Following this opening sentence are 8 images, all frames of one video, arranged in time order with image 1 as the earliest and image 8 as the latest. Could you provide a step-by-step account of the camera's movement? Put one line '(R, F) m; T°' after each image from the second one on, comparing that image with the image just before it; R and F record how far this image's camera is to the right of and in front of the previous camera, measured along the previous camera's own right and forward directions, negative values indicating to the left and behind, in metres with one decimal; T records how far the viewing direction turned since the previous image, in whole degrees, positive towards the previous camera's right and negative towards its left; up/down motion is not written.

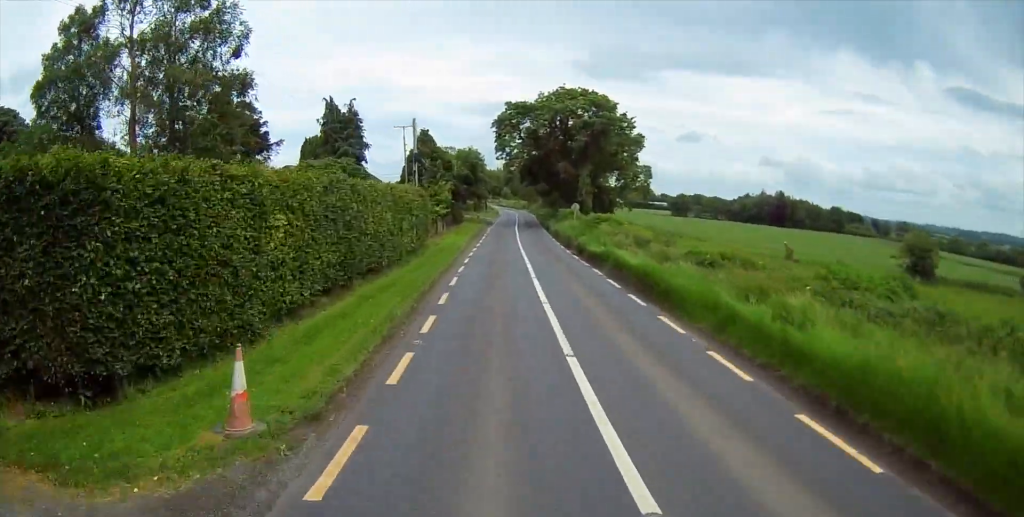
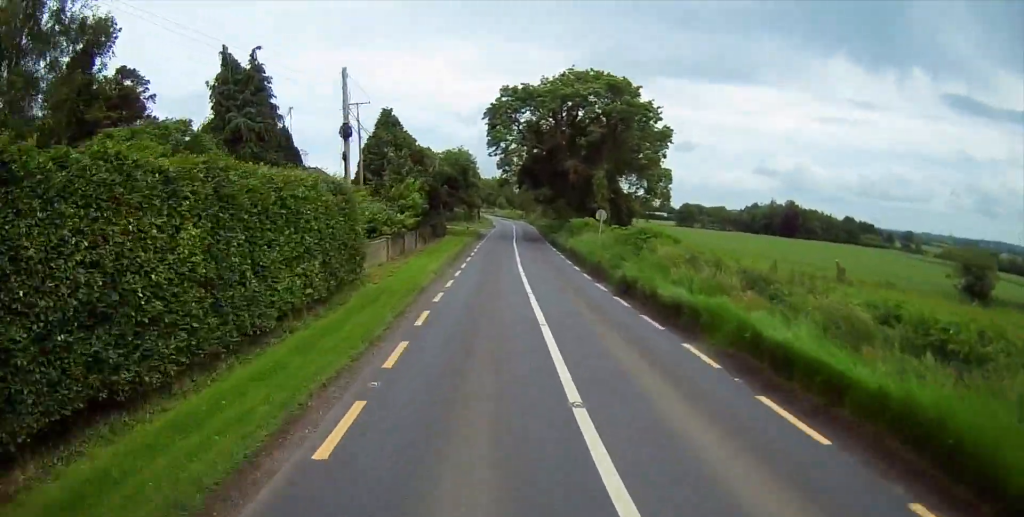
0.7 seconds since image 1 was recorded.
(+0.5, +15.0) m; +1°
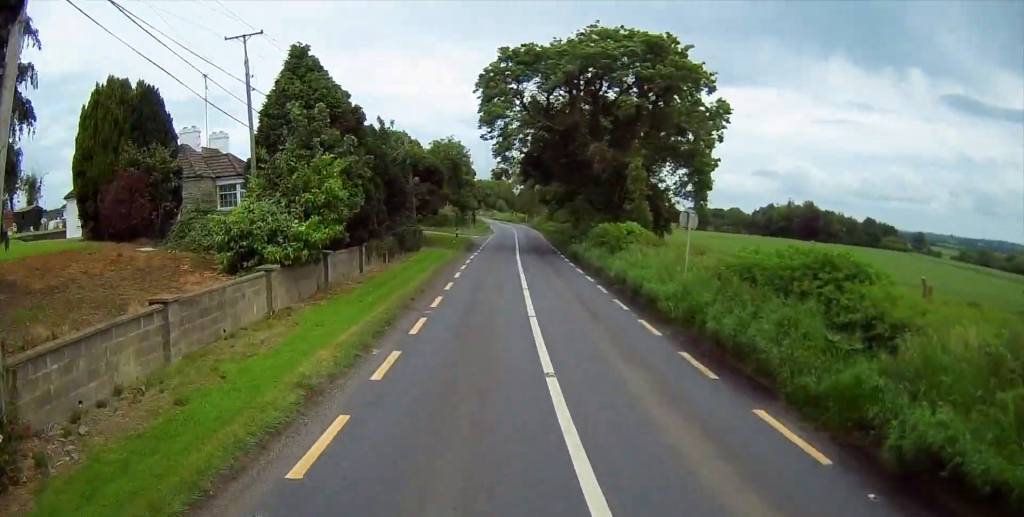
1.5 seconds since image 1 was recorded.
(+0.1, +16.4) m; 0°
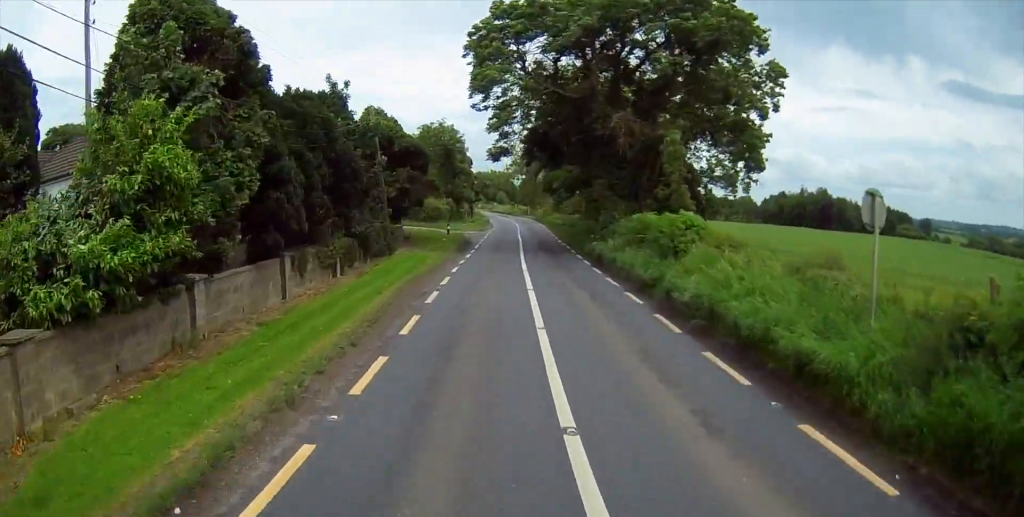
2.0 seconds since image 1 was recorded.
(0.0, +9.6) m; 0°
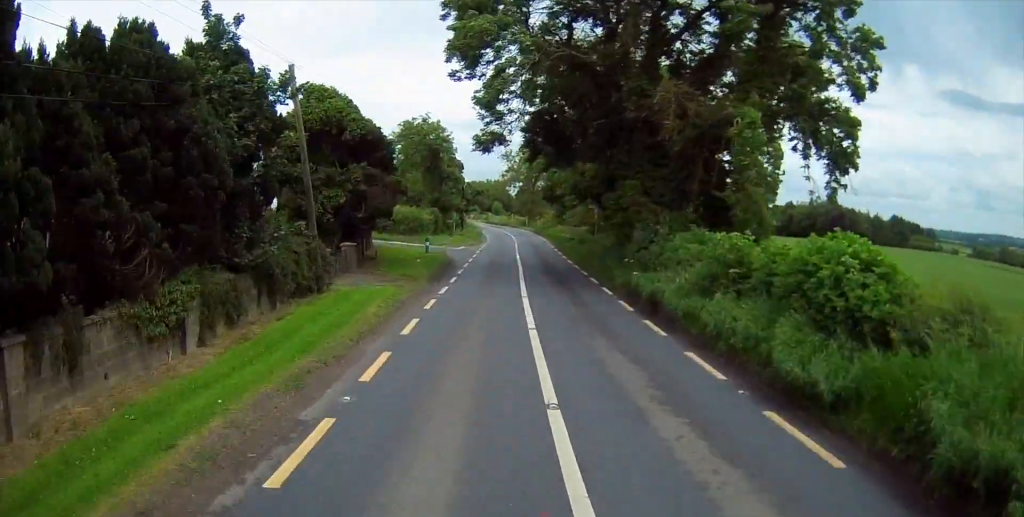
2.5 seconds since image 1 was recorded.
(0.0, +10.9) m; 0°
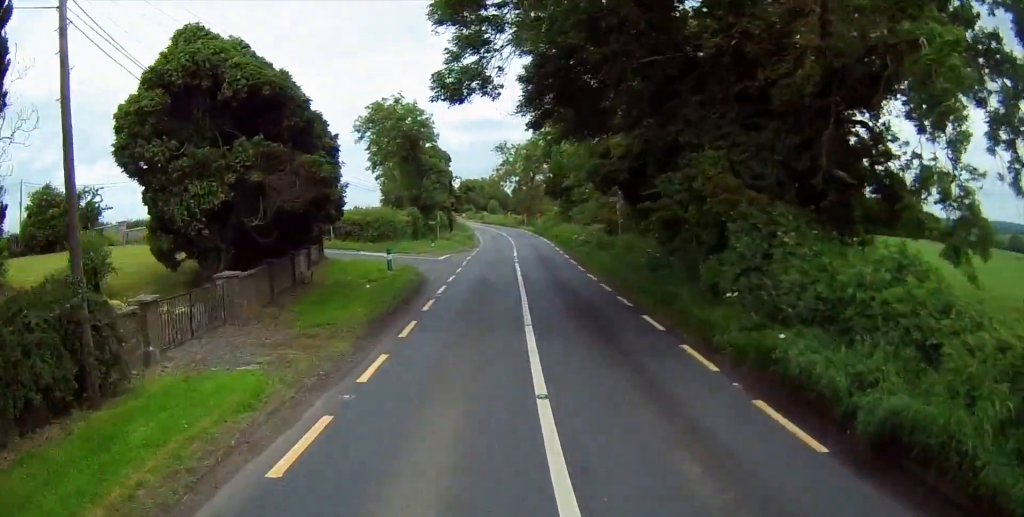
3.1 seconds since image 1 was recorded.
(0.0, +11.7) m; 0°
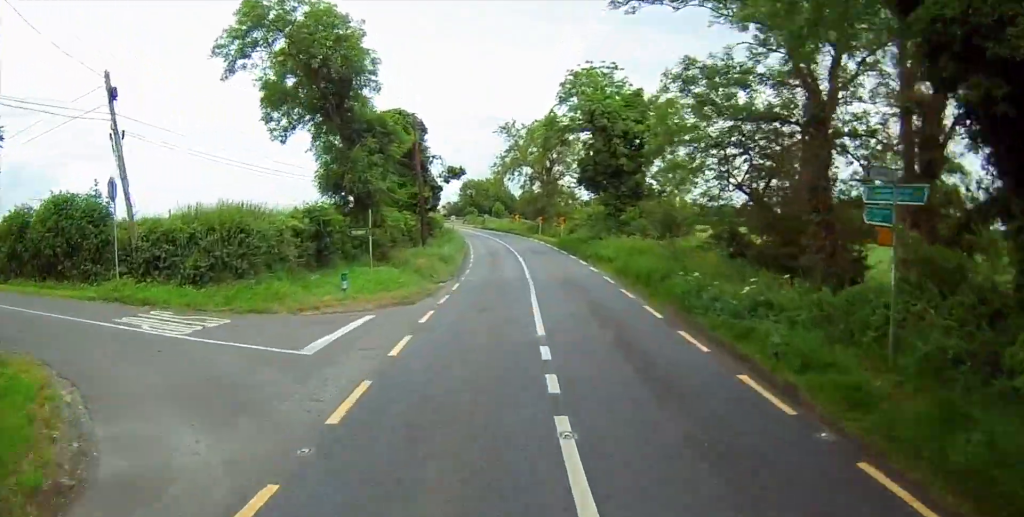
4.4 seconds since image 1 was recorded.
(-0.1, +27.0) m; 0°
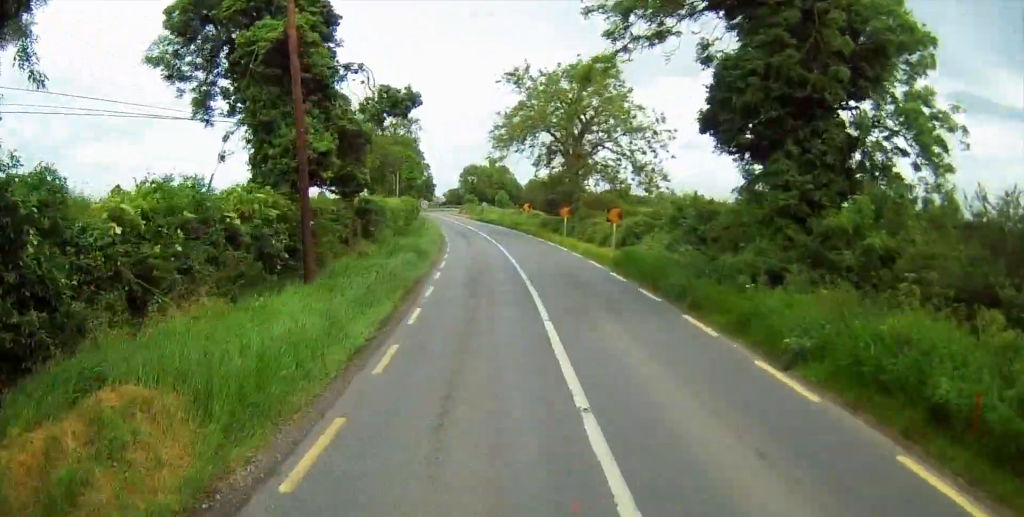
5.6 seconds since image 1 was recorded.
(+0.4, +26.1) m; +1°
